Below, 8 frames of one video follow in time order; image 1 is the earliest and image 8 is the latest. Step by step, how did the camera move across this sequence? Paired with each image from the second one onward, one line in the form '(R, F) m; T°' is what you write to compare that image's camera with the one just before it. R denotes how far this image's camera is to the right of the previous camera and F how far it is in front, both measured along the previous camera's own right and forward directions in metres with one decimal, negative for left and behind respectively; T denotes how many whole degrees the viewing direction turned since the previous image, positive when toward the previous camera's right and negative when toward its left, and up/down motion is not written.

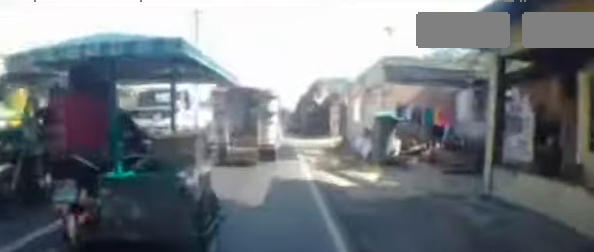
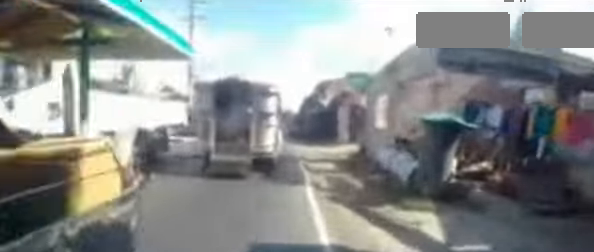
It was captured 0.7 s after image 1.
(+0.1, +2.7) m; +2°
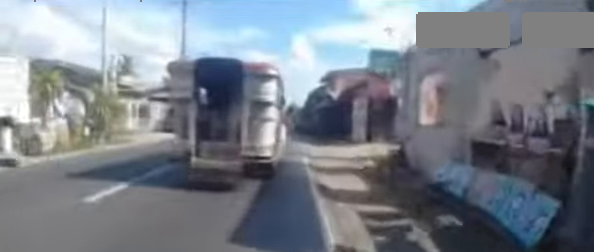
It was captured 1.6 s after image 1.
(0.0, +2.9) m; 0°
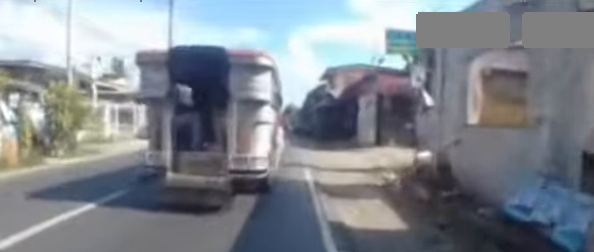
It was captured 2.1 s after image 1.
(0.0, +1.8) m; +1°
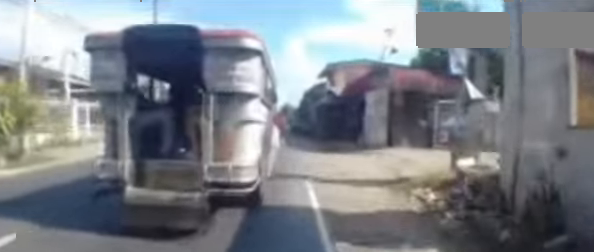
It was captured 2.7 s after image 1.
(0.0, +2.1) m; +2°
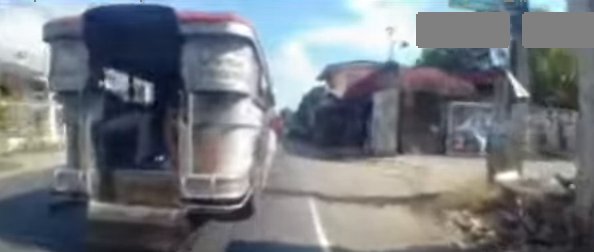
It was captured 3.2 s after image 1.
(0.0, +1.3) m; +4°
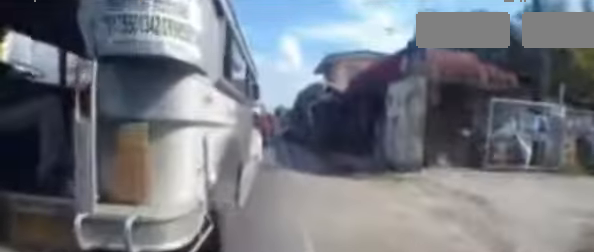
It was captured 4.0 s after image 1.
(+0.2, +2.7) m; +4°
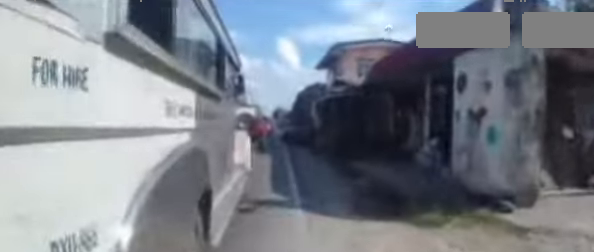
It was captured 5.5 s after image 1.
(-0.1, +4.0) m; -8°
